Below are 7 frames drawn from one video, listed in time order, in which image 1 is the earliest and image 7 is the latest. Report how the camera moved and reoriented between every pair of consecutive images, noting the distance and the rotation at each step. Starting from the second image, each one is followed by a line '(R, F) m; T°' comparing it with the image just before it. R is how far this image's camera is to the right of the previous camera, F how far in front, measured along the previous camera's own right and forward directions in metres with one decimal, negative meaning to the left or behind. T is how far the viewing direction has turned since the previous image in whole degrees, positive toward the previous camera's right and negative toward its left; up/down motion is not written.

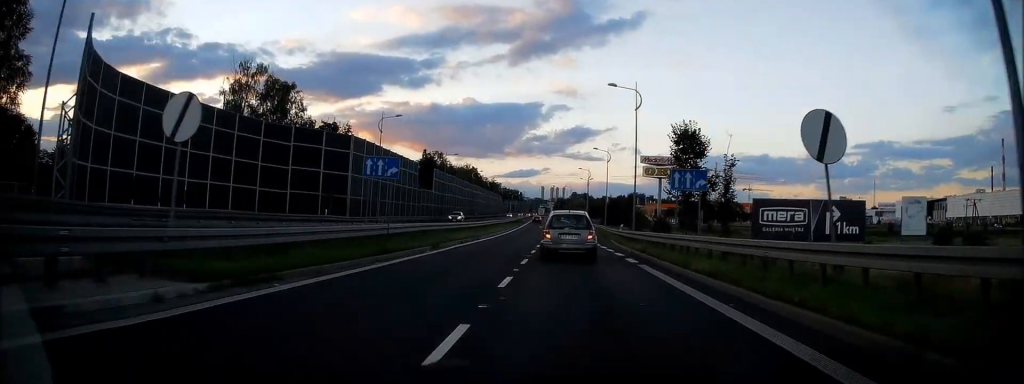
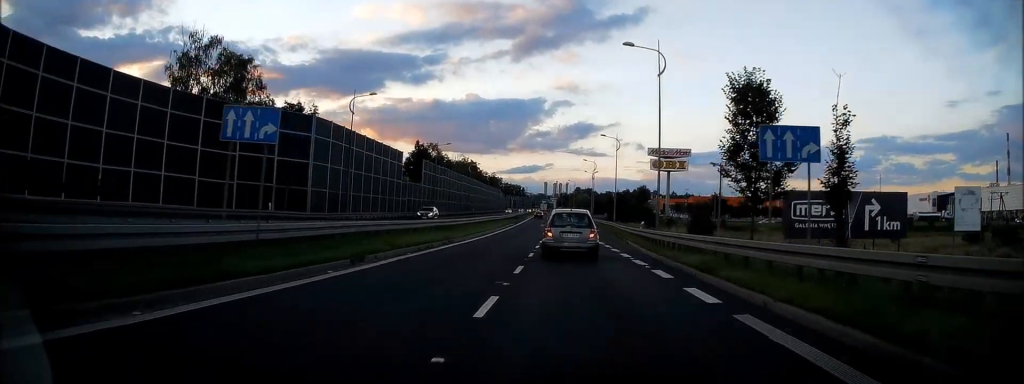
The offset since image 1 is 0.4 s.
(-0.1, +9.7) m; 0°
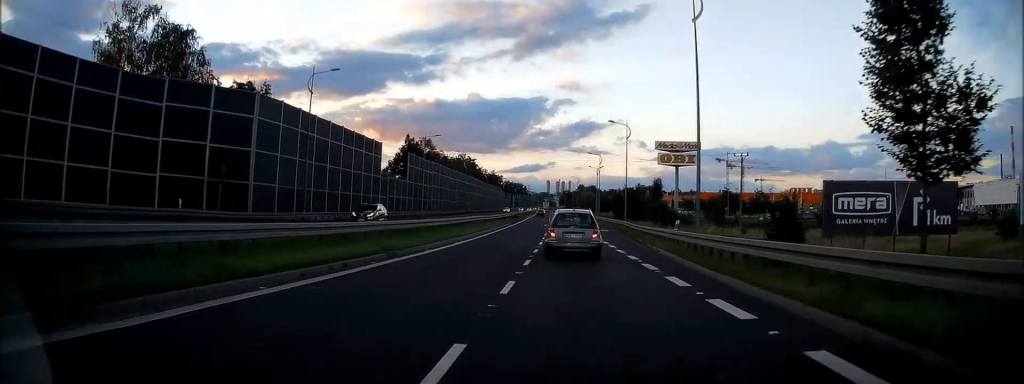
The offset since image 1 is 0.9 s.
(0.0, +9.6) m; 0°
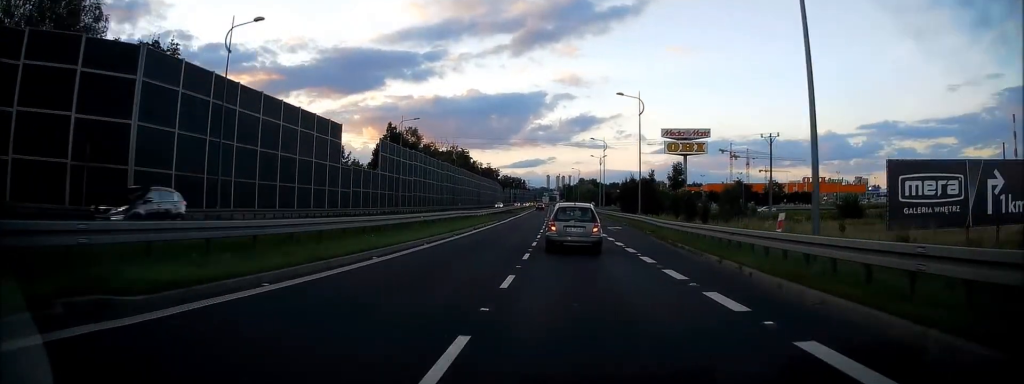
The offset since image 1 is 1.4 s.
(0.0, +11.8) m; 0°
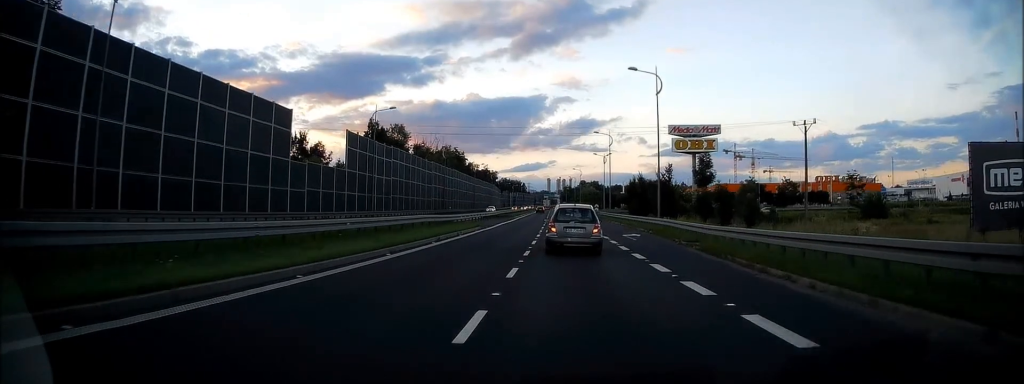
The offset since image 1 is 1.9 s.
(0.0, +10.3) m; 0°
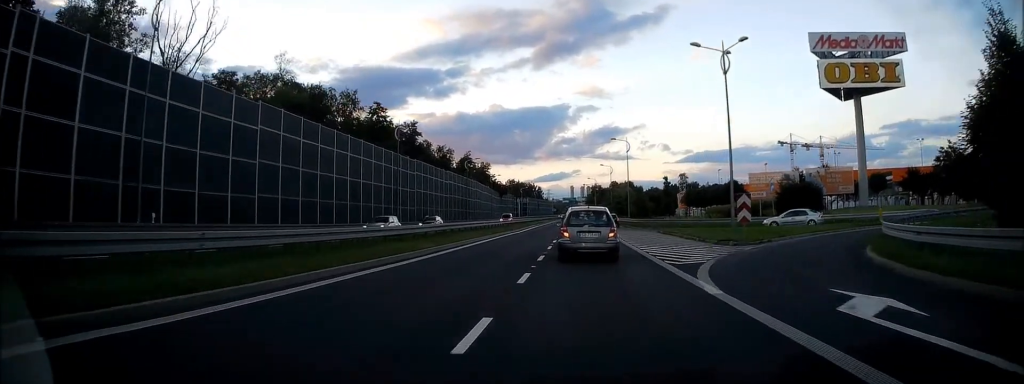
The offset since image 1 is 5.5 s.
(-1.0, +78.4) m; -2°
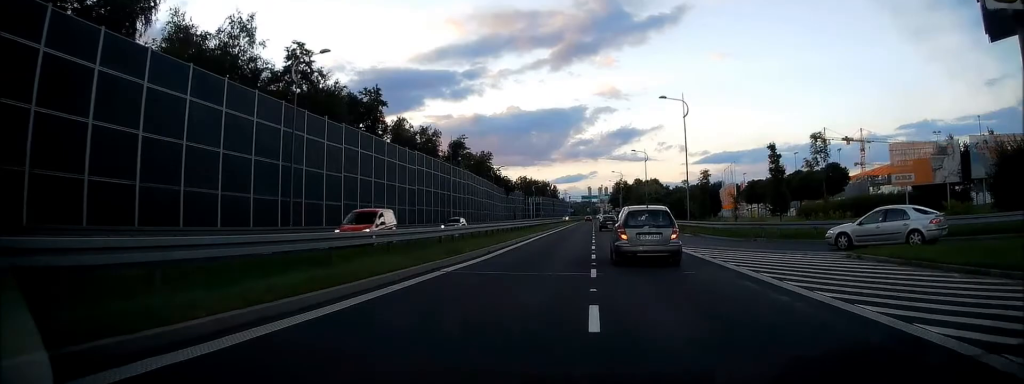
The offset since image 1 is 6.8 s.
(-0.4, +28.9) m; -1°
